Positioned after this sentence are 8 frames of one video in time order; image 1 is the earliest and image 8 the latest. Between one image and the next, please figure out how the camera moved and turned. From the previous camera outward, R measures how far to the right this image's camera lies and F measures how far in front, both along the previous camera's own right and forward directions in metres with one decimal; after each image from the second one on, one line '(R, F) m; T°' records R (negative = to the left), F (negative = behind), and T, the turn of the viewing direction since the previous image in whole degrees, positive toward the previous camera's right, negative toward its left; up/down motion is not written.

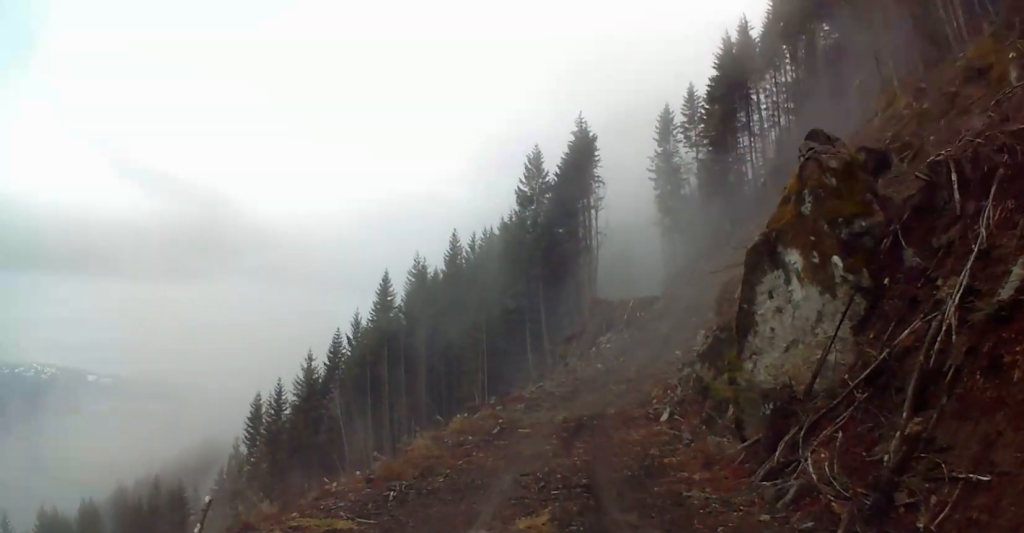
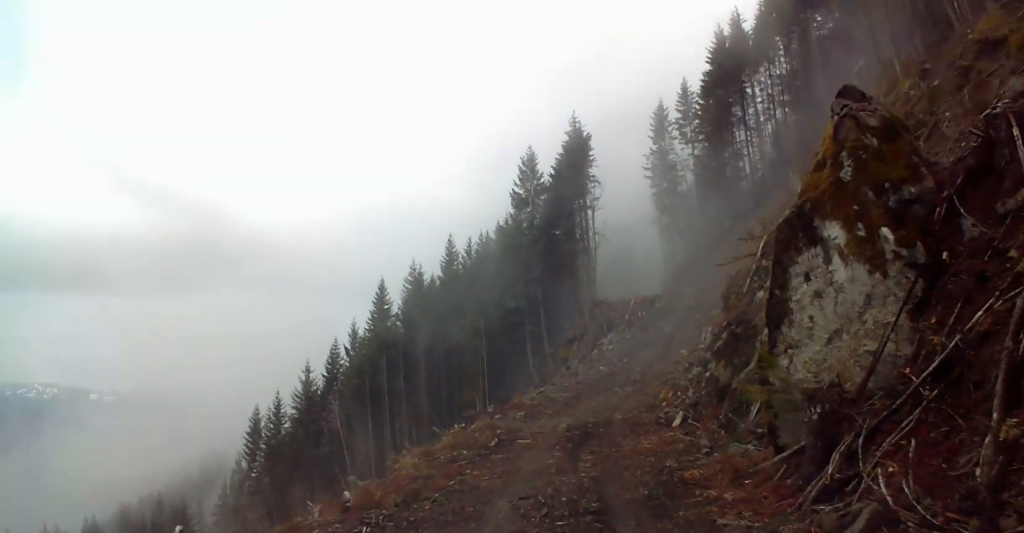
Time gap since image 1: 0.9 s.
(+0.1, +2.2) m; -3°
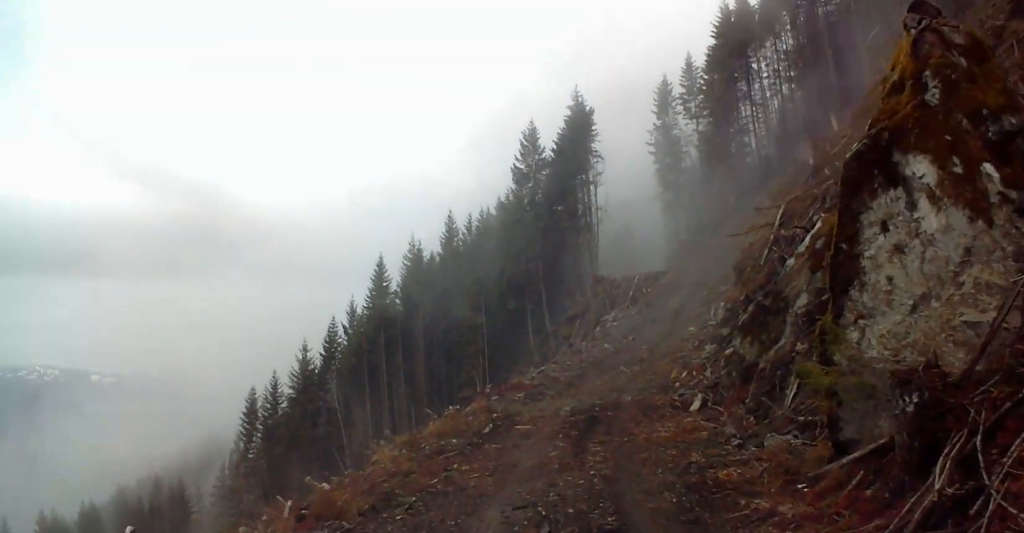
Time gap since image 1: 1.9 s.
(-0.1, +2.6) m; -2°
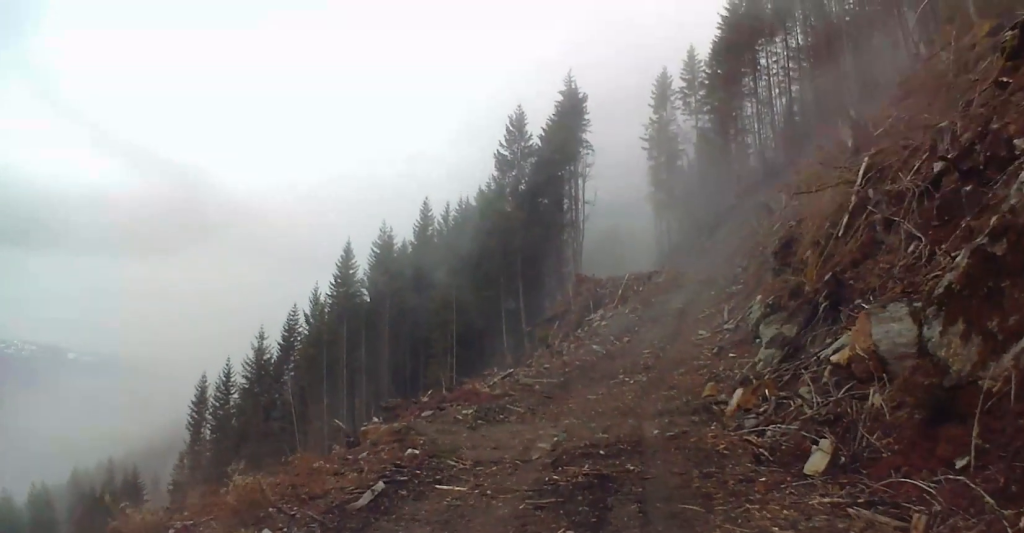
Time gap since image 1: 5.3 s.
(-0.2, +9.3) m; +5°
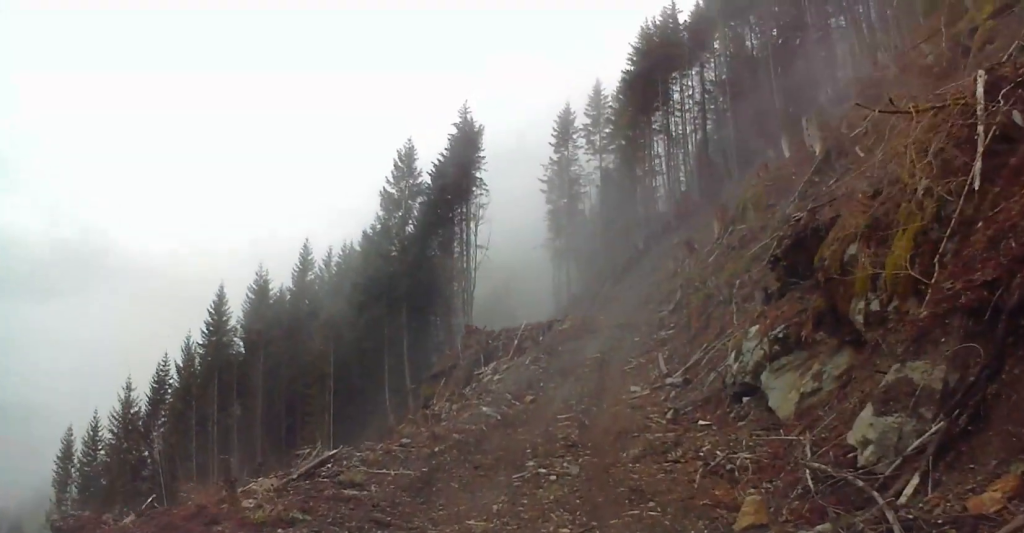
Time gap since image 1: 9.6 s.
(+1.1, +10.2) m; +6°
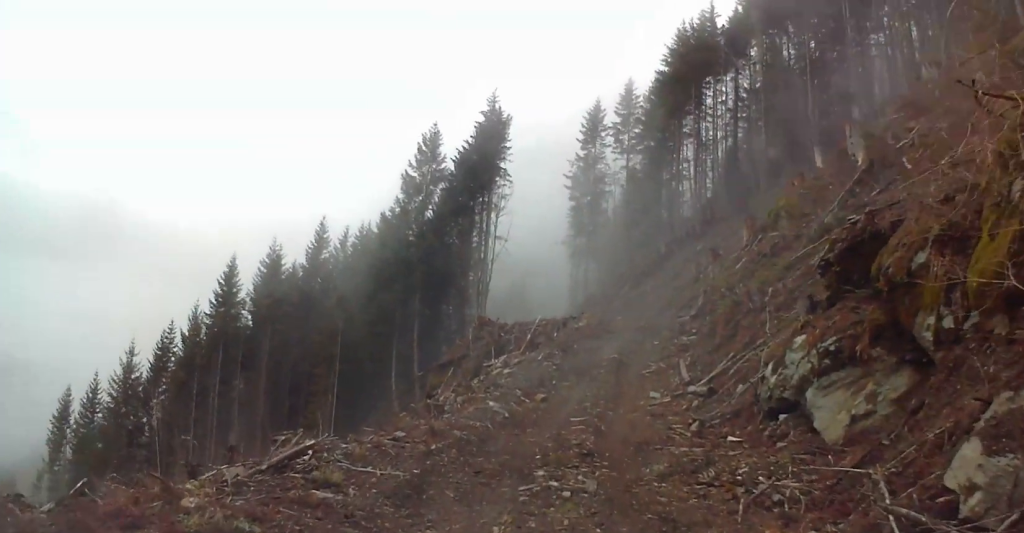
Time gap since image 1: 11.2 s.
(-0.3, +3.1) m; 0°
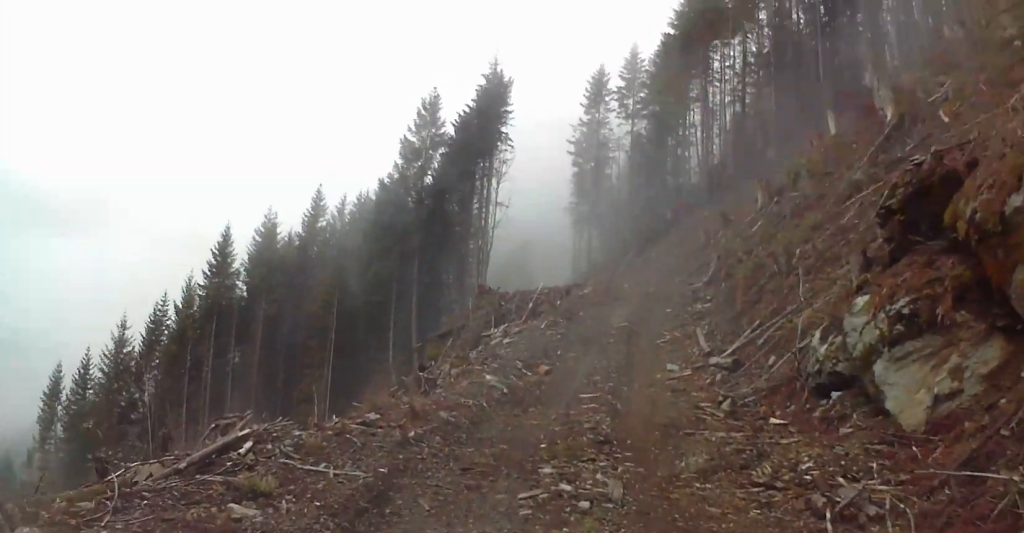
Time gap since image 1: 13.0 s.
(+0.2, +3.9) m; +2°
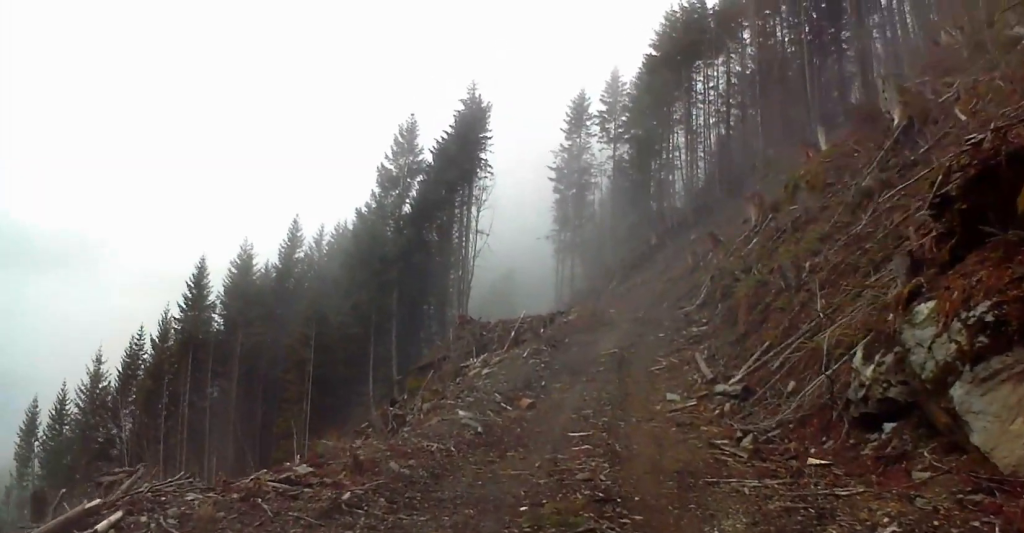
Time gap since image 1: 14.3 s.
(0.0, +3.5) m; +1°
